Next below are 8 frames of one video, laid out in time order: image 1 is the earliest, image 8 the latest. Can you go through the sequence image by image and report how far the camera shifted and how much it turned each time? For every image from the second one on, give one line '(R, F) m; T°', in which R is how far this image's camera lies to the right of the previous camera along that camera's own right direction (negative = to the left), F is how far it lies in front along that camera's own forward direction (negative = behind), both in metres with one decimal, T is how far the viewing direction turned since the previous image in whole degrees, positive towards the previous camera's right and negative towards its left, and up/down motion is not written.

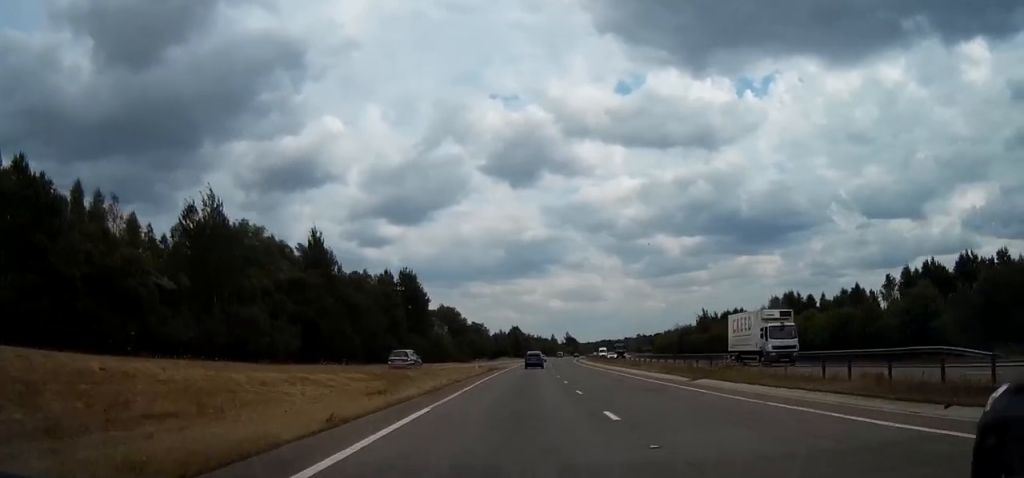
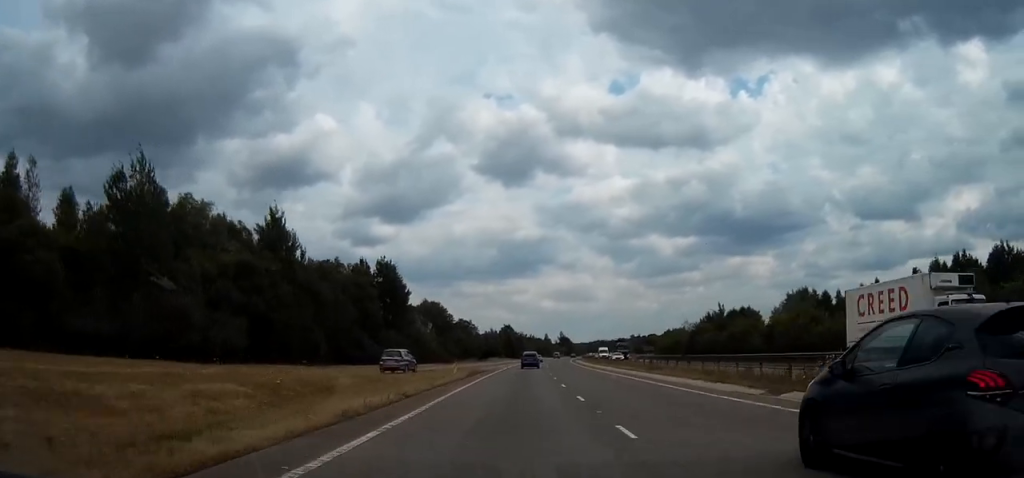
(-0.1, +11.9) m; +1°
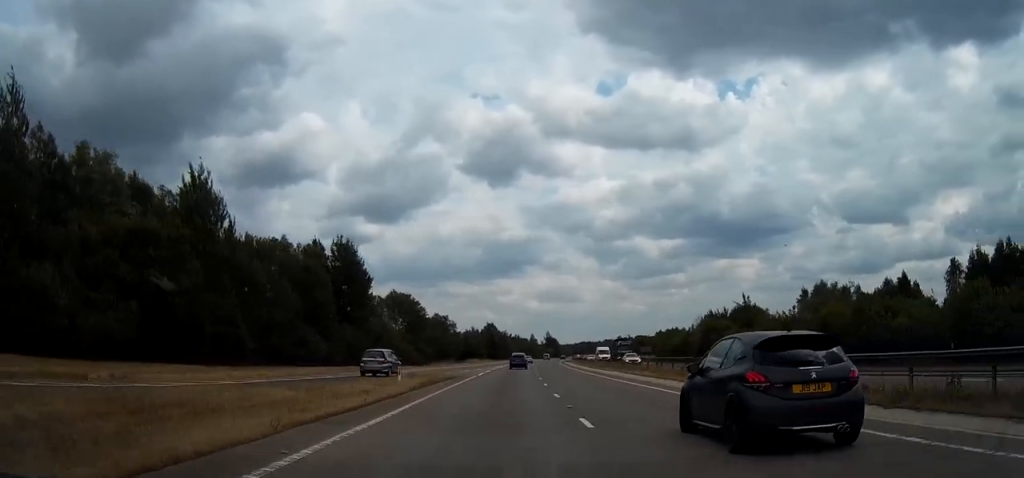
(+0.2, +15.7) m; +1°
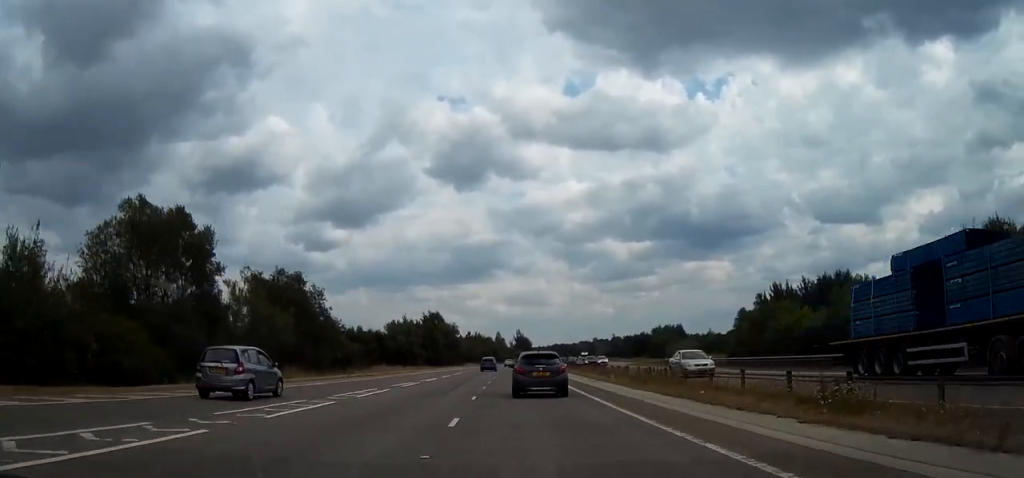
(+1.5, +61.7) m; +2°
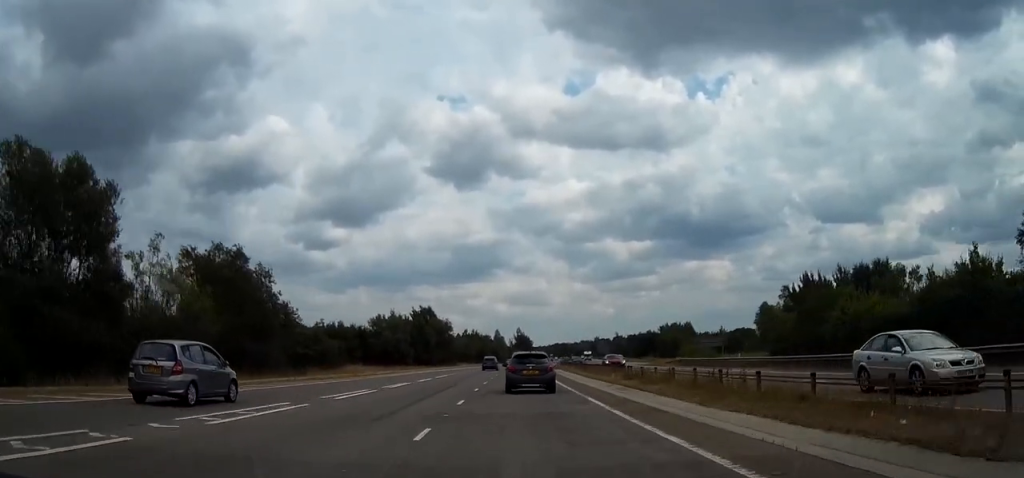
(0.0, +11.7) m; 0°
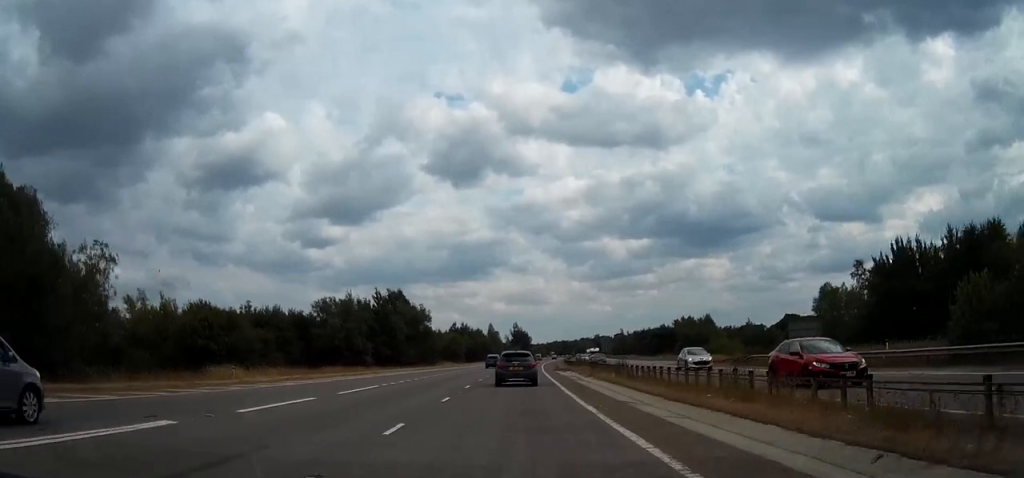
(0.0, +25.8) m; 0°
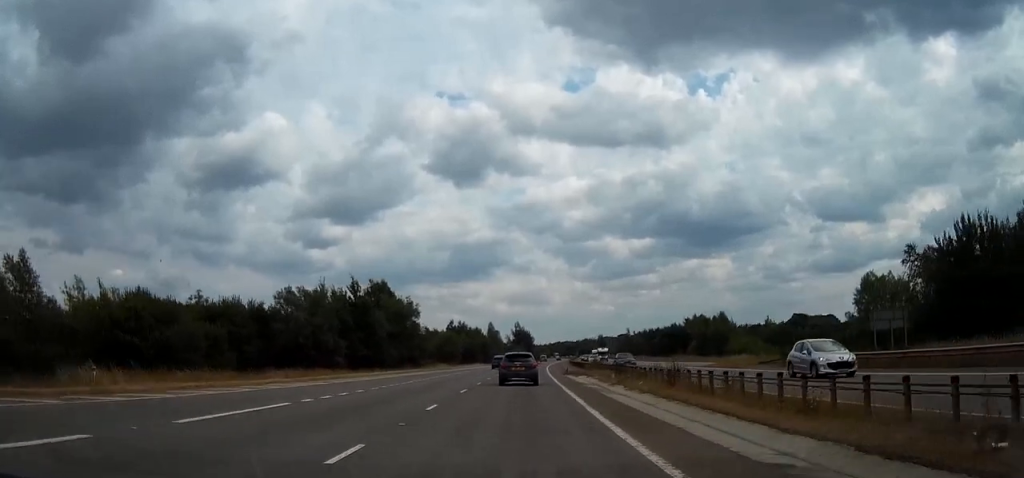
(0.0, +12.0) m; 0°
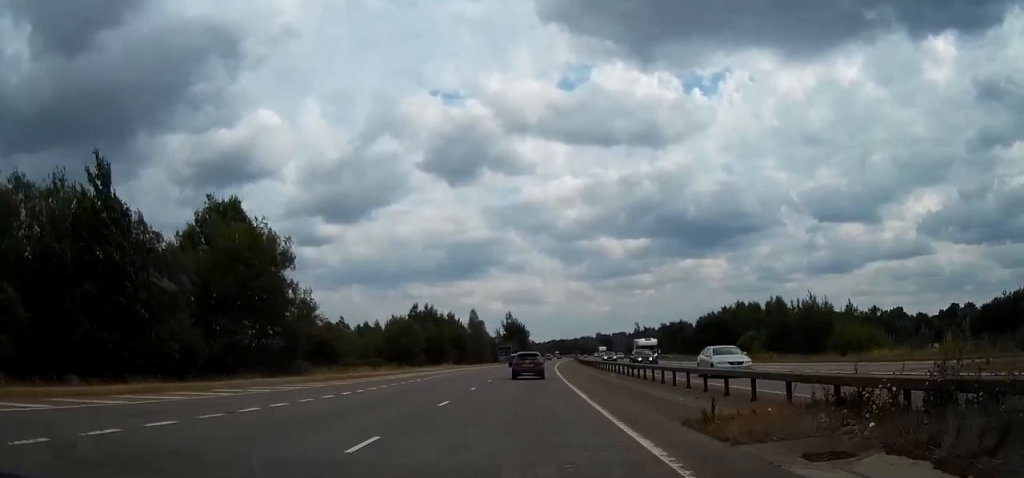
(+0.2, +43.2) m; +1°
